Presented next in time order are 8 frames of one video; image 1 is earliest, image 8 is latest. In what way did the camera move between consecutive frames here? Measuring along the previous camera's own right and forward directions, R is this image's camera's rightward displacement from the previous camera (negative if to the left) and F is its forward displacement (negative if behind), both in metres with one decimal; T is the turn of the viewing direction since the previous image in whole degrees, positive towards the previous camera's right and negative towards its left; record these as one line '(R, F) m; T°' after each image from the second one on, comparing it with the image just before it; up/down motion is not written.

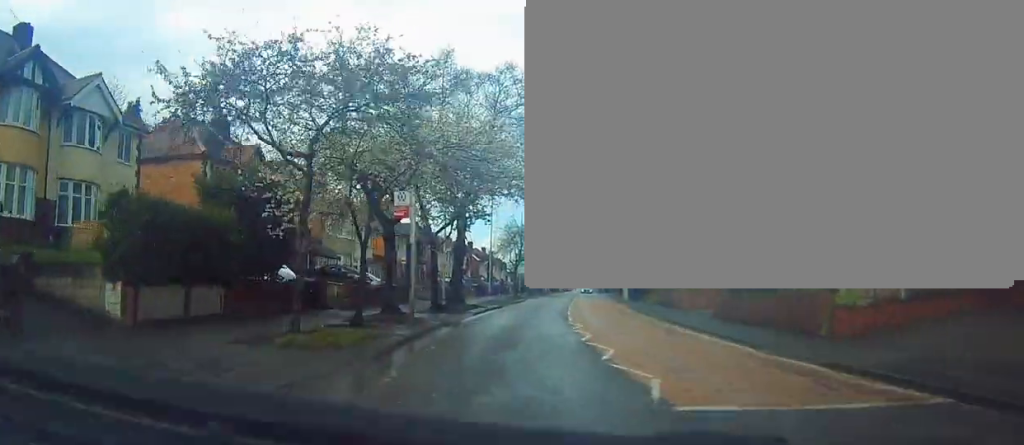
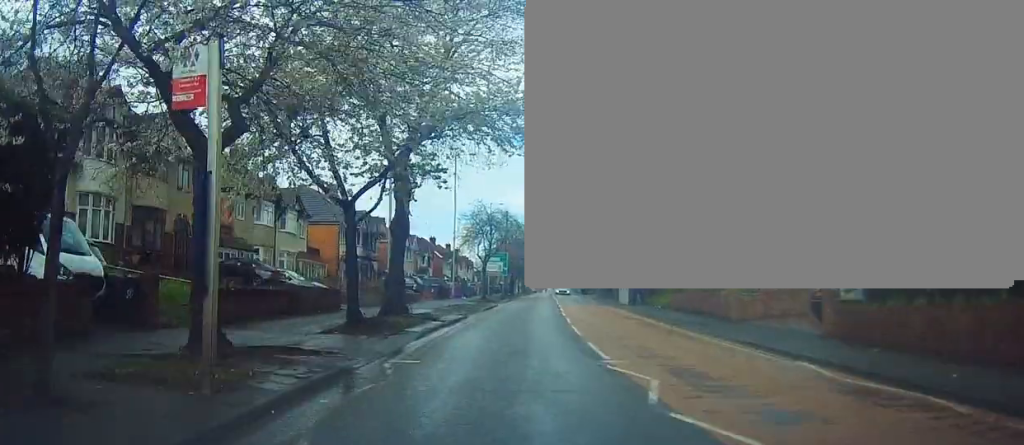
(-0.1, +12.0) m; +2°
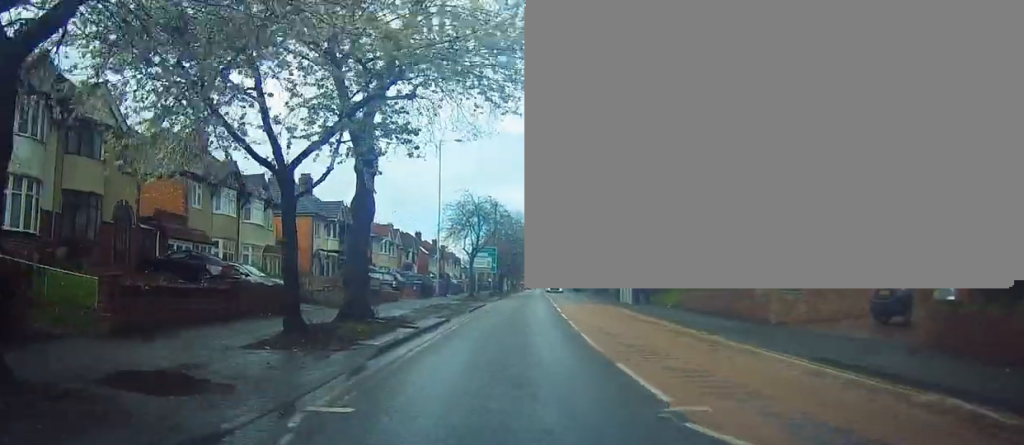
(+0.1, +4.5) m; +2°
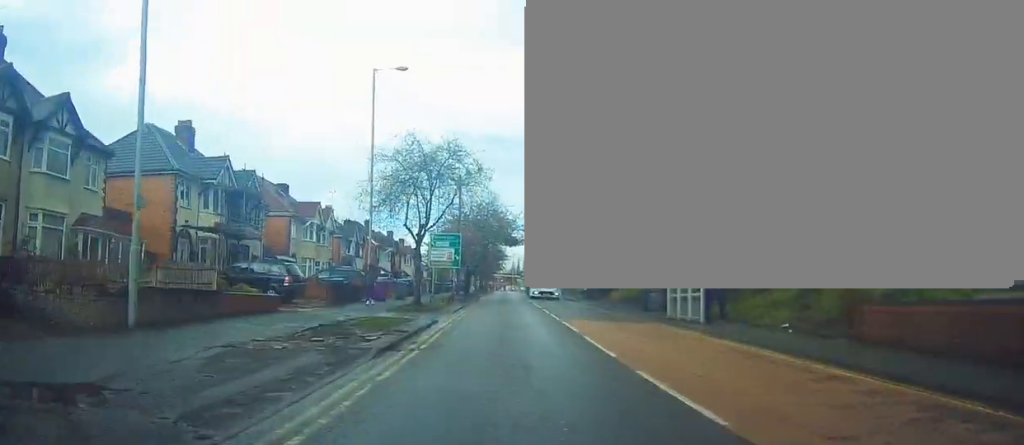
(+1.0, +17.7) m; +4°
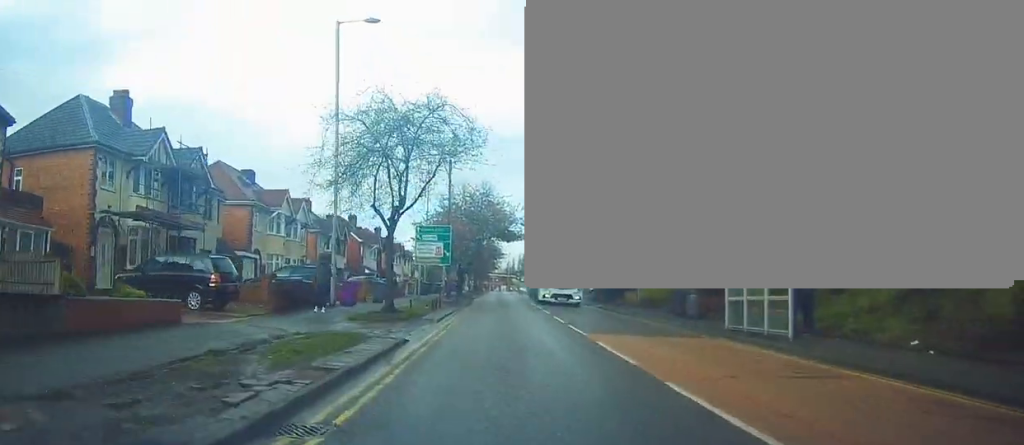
(+0.1, +6.8) m; 0°
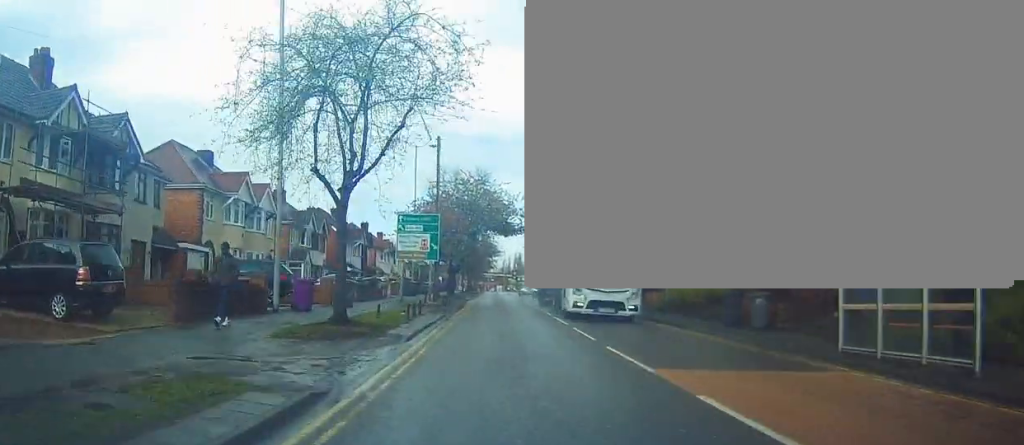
(-0.1, +6.8) m; -1°
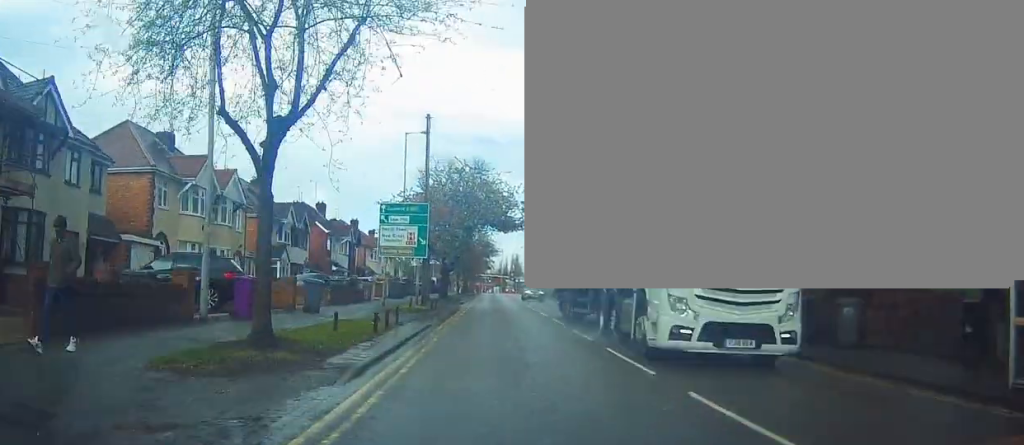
(0.0, +5.2) m; +1°
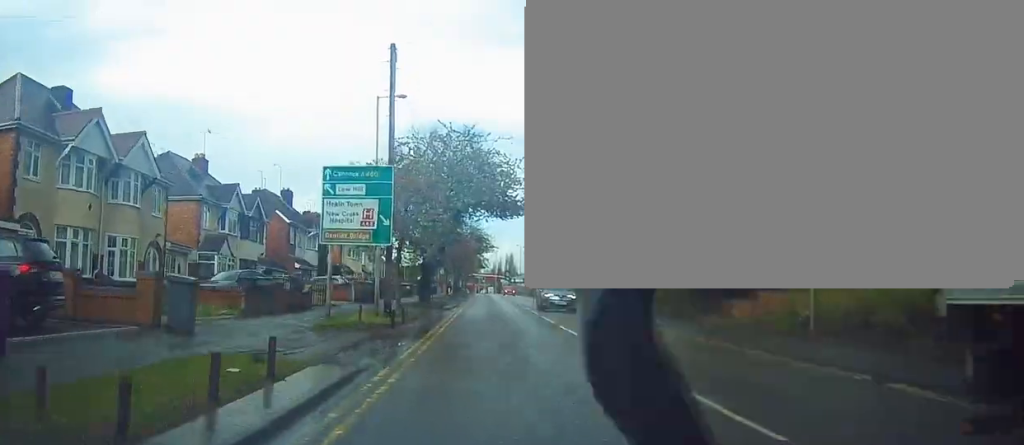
(+0.1, +9.6) m; +1°
